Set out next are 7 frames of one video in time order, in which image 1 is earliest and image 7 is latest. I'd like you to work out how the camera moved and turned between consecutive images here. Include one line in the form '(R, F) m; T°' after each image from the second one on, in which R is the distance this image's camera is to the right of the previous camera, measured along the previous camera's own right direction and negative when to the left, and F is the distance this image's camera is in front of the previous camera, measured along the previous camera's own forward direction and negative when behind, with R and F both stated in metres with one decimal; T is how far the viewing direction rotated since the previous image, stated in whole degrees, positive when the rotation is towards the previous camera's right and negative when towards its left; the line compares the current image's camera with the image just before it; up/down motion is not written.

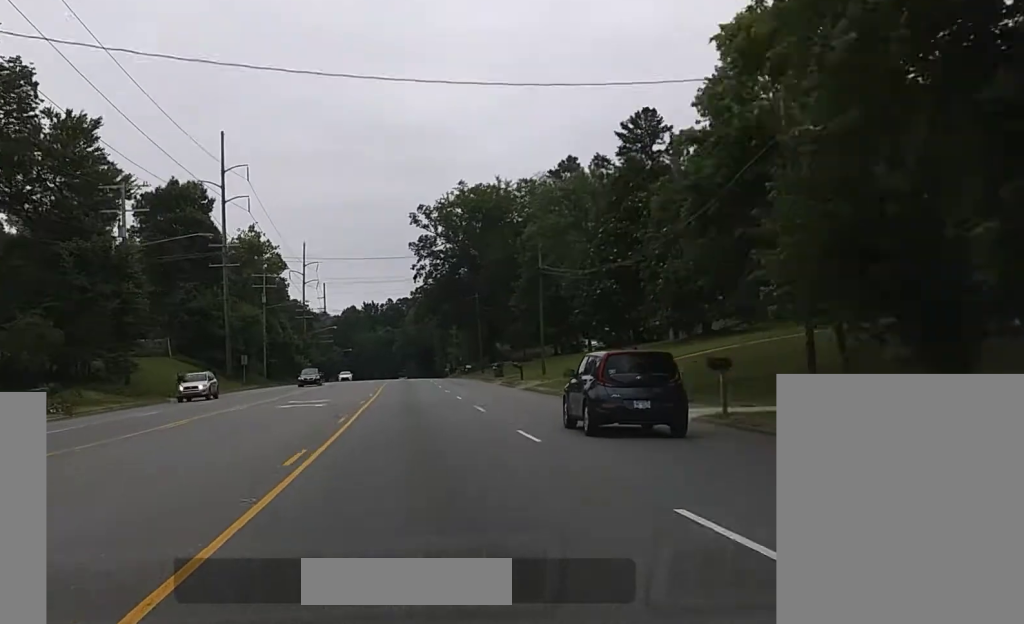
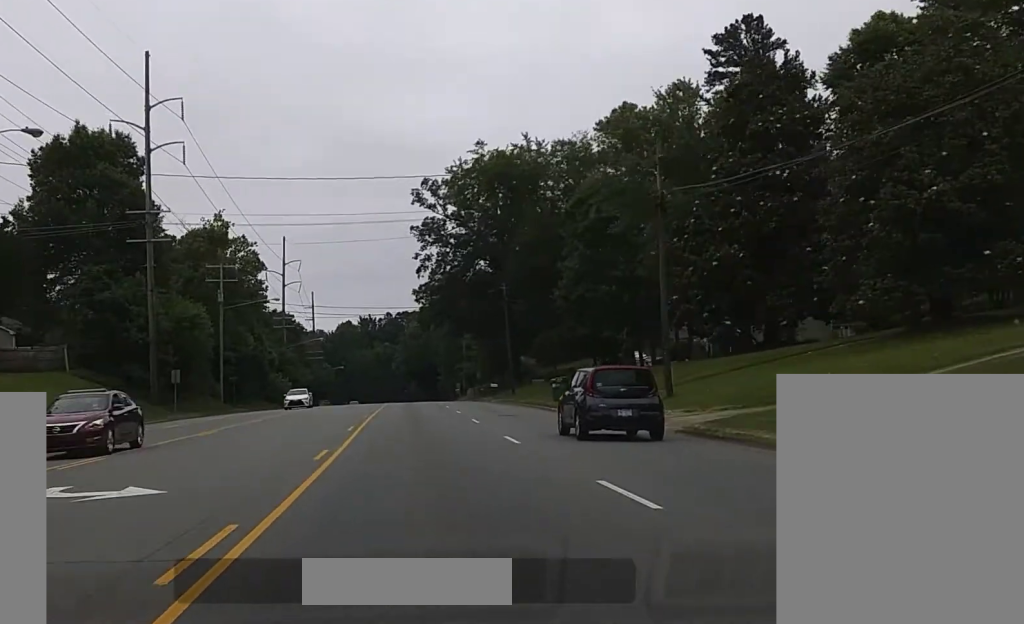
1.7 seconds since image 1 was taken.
(-0.2, +33.2) m; -1°
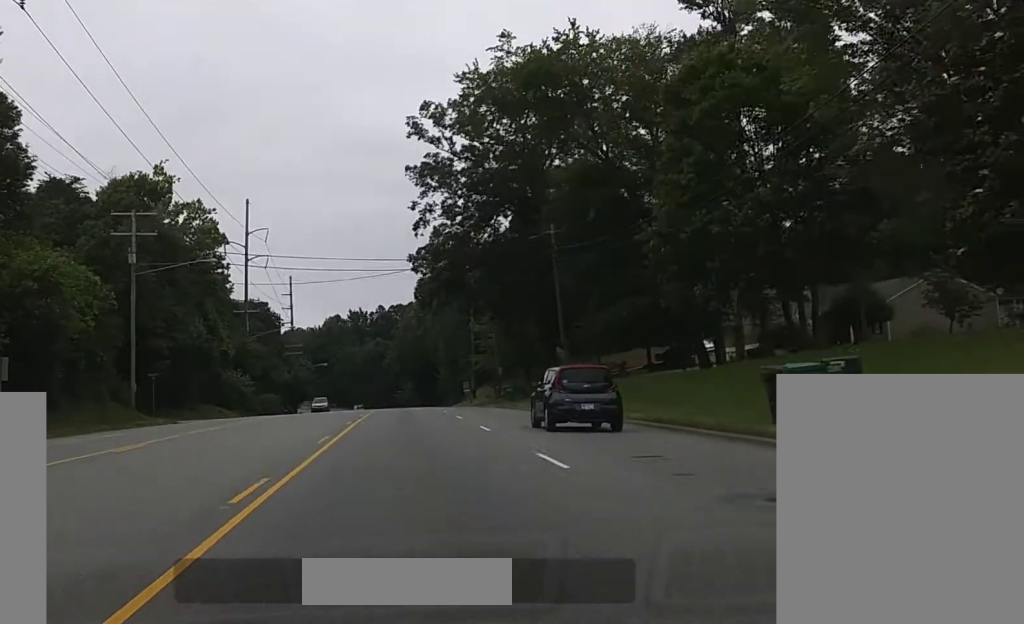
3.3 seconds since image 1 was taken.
(0.0, +32.5) m; 0°
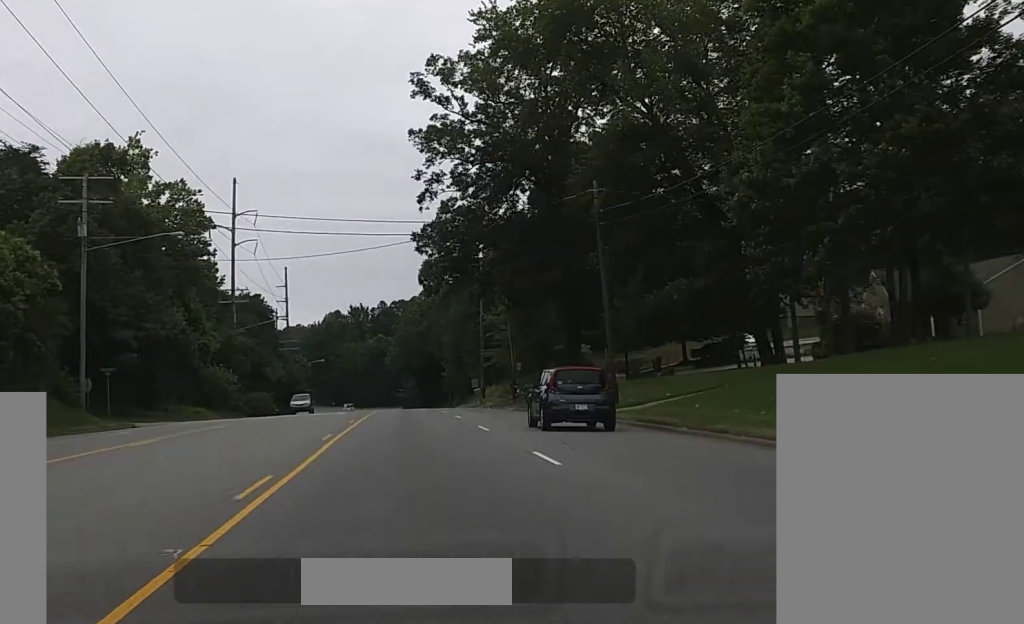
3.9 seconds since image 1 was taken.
(0.0, +12.2) m; 0°
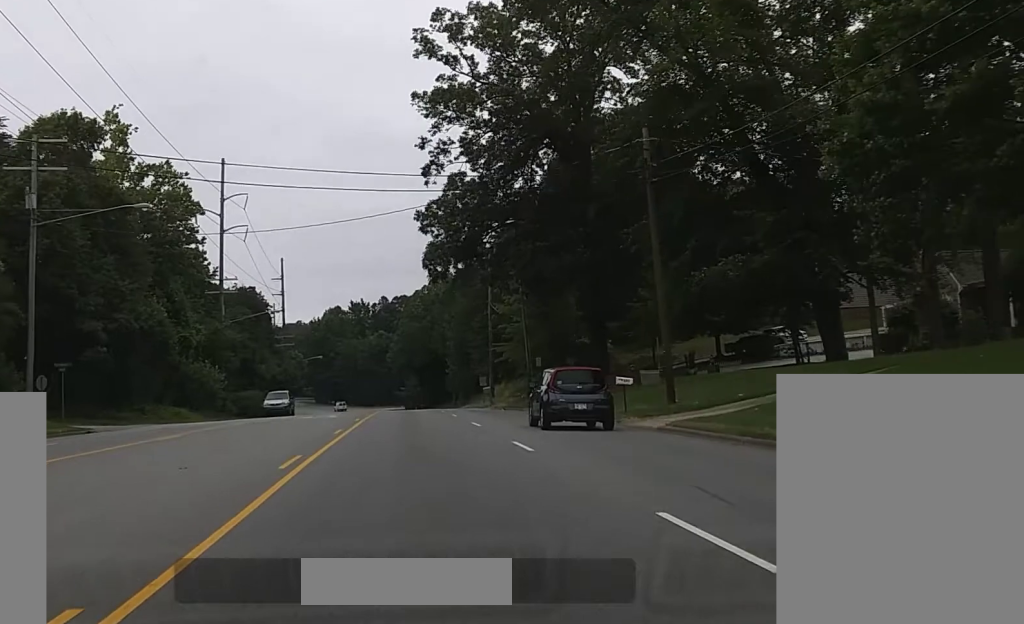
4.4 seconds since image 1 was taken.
(0.0, +9.5) m; 0°
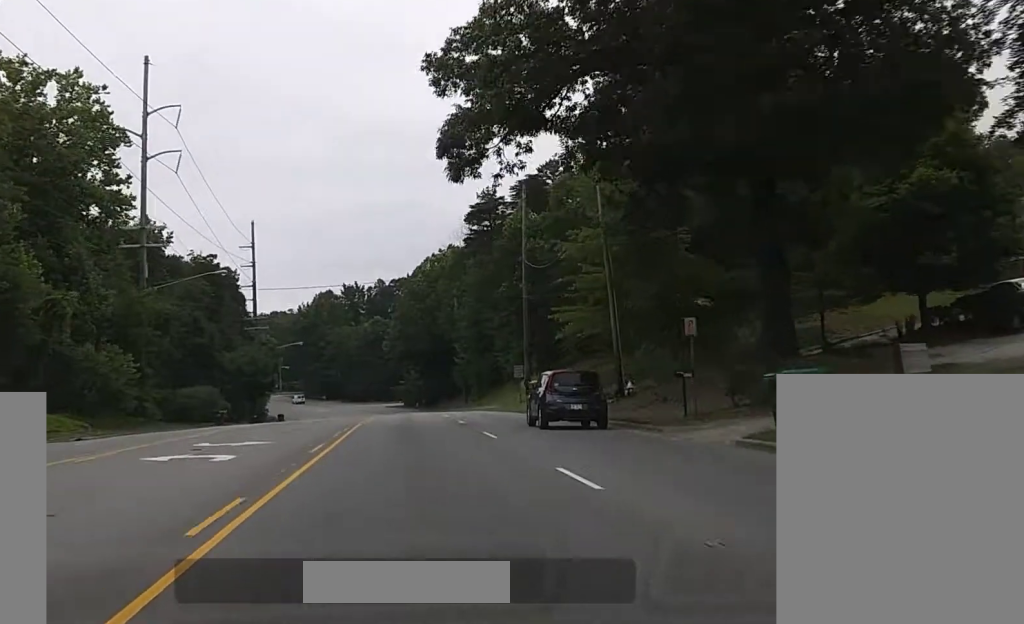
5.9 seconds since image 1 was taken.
(0.0, +31.2) m; 0°
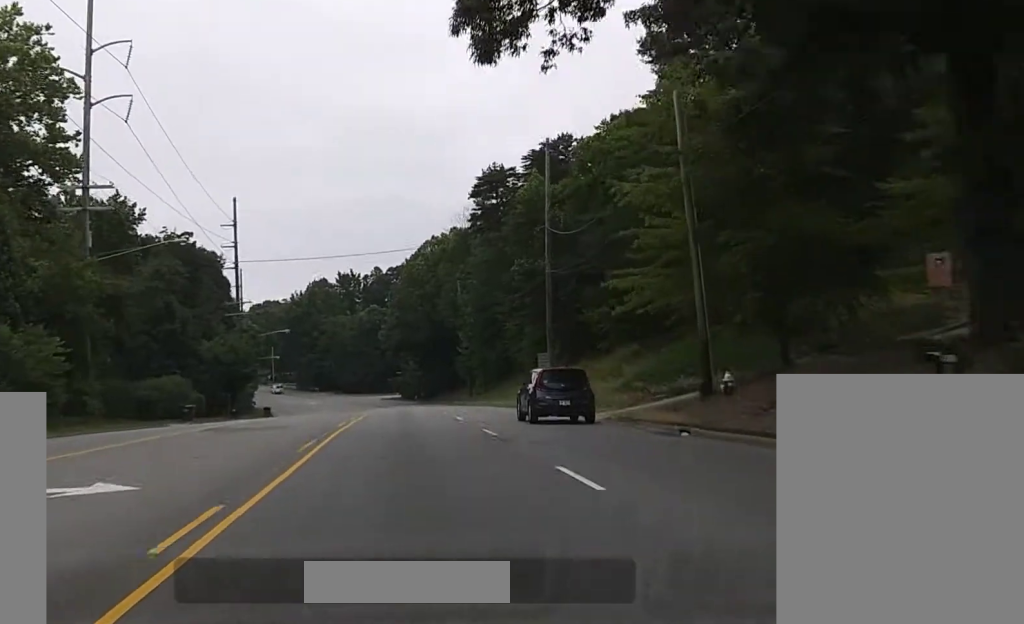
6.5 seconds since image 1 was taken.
(+0.1, +13.2) m; 0°
